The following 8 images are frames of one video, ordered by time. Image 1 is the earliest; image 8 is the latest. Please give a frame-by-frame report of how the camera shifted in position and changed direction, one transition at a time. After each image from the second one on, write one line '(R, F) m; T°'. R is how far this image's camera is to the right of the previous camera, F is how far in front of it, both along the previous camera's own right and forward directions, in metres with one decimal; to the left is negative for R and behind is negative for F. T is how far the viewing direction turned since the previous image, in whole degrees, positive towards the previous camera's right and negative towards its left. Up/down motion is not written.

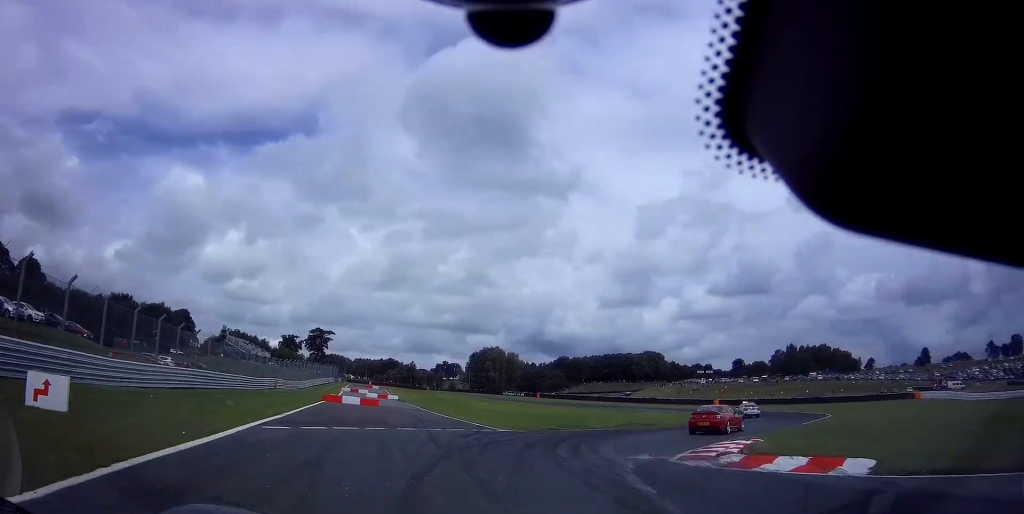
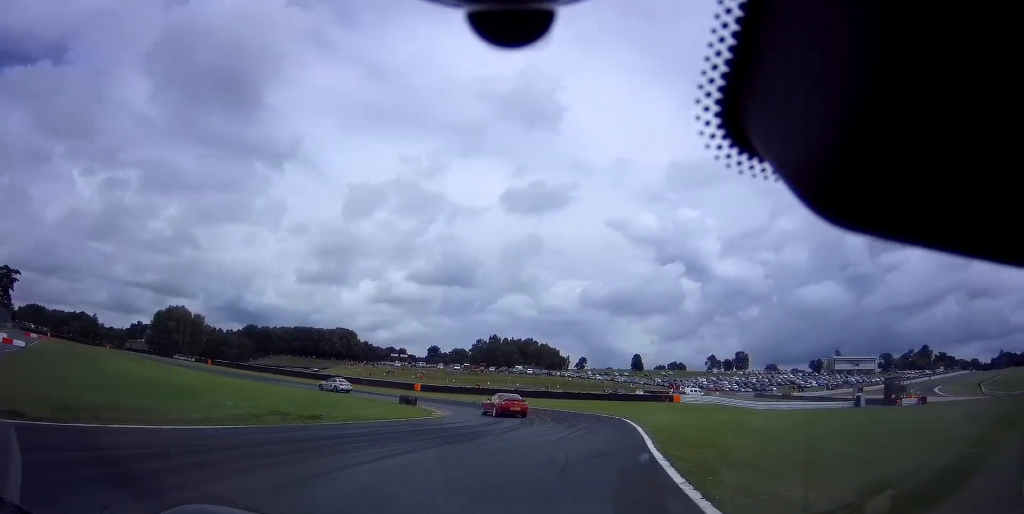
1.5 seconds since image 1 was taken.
(+4.3, +16.8) m; +26°
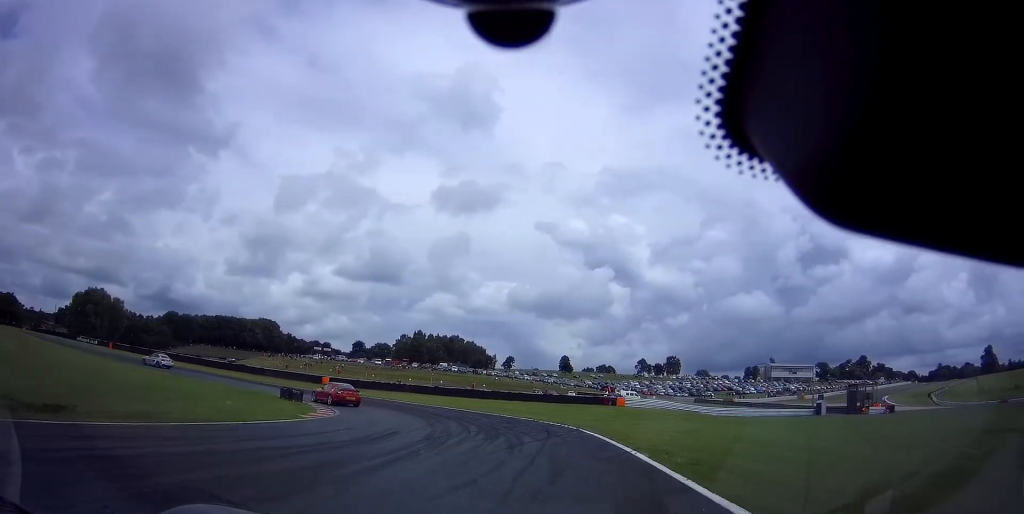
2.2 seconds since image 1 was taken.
(+0.8, +9.1) m; +1°
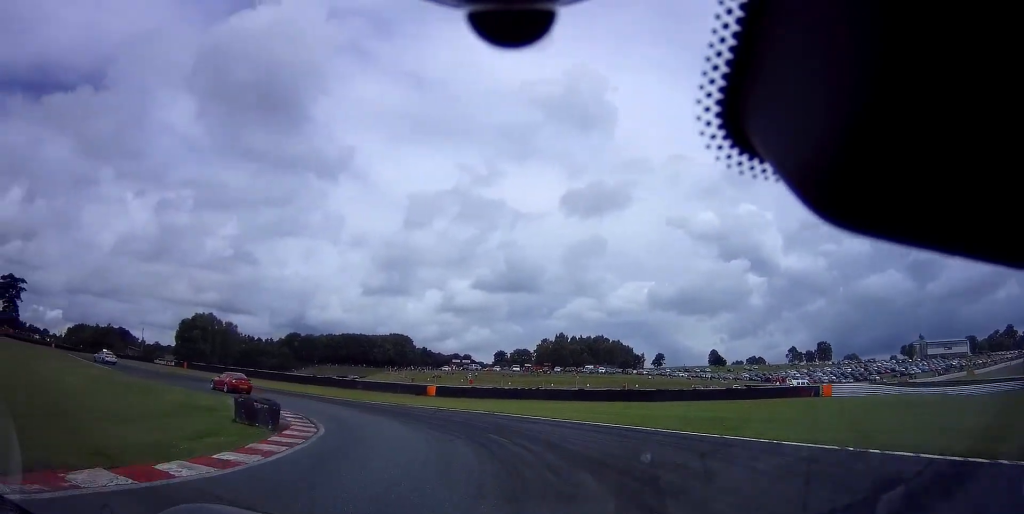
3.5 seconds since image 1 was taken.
(-0.6, +17.1) m; -14°
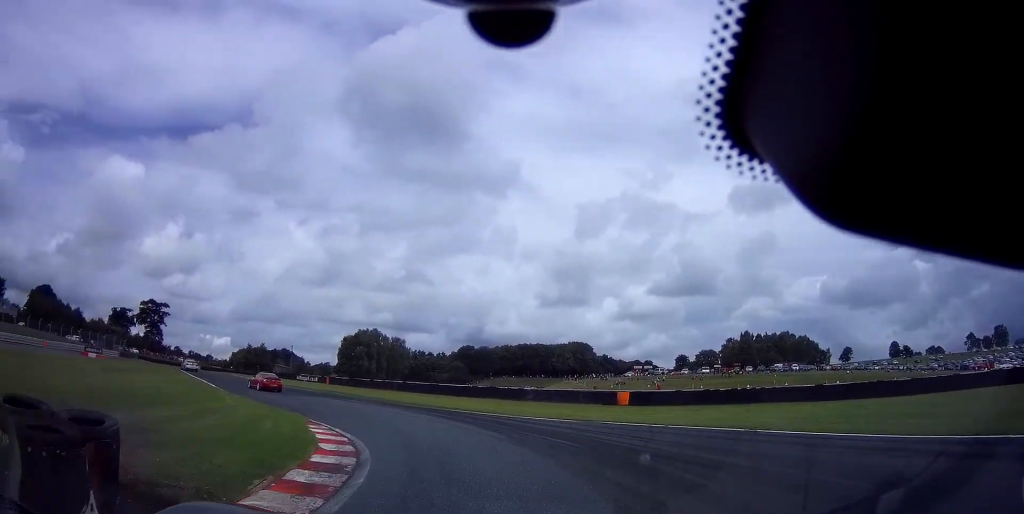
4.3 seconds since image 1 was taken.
(-2.0, +11.8) m; -17°
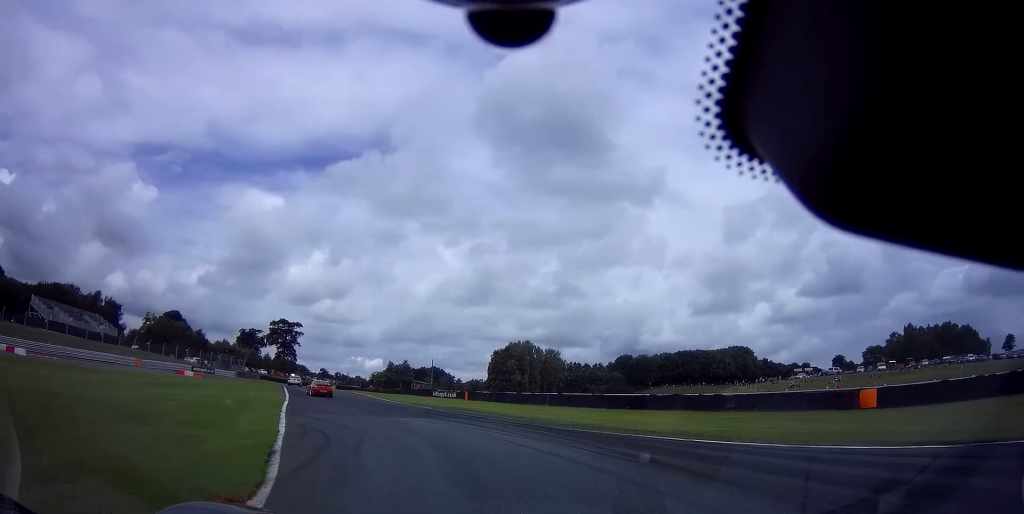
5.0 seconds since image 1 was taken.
(-2.0, +12.0) m; -15°
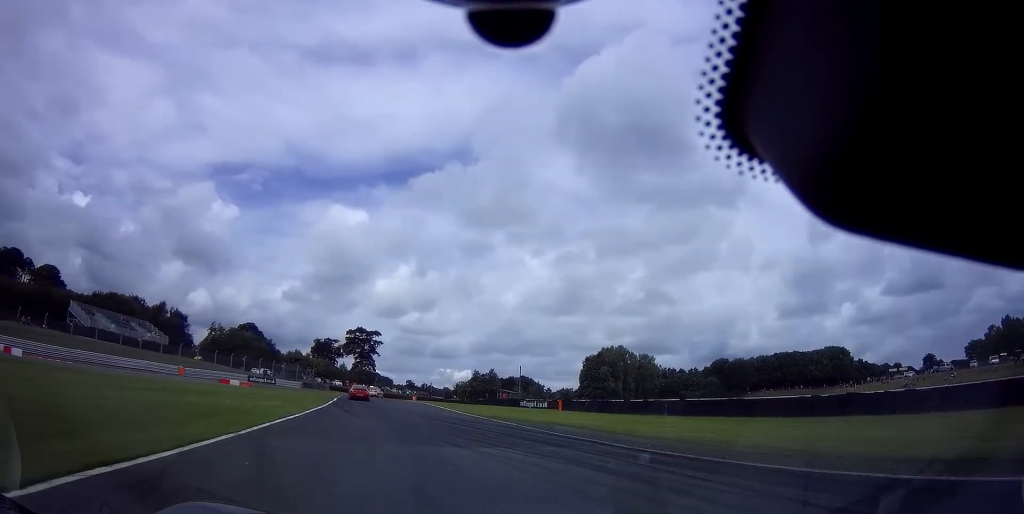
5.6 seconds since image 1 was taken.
(-0.8, +10.1) m; -10°
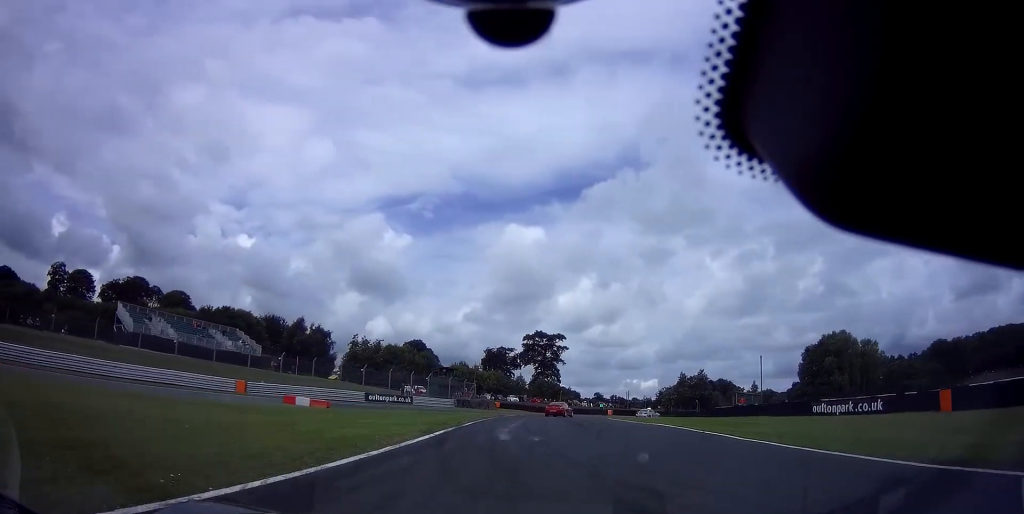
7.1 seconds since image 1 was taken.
(-4.9, +28.3) m; -13°
